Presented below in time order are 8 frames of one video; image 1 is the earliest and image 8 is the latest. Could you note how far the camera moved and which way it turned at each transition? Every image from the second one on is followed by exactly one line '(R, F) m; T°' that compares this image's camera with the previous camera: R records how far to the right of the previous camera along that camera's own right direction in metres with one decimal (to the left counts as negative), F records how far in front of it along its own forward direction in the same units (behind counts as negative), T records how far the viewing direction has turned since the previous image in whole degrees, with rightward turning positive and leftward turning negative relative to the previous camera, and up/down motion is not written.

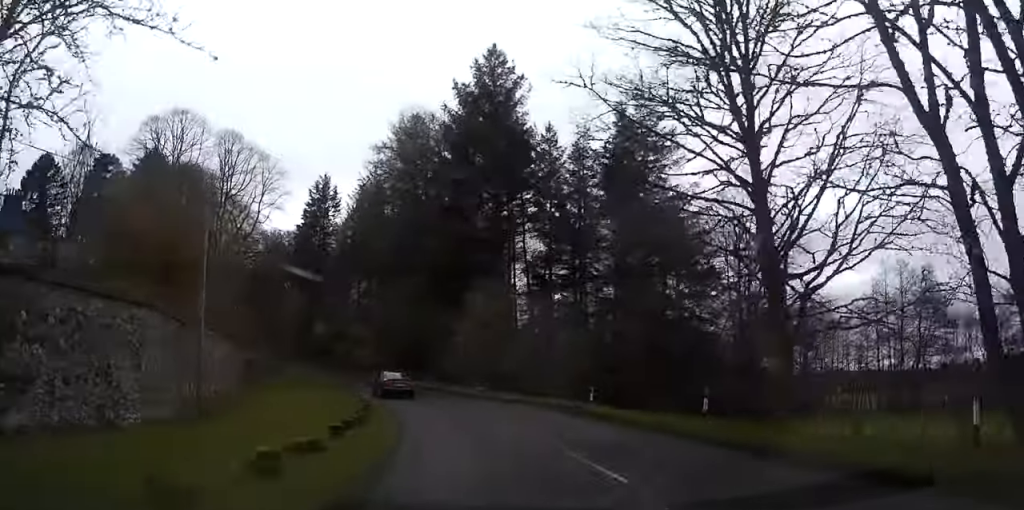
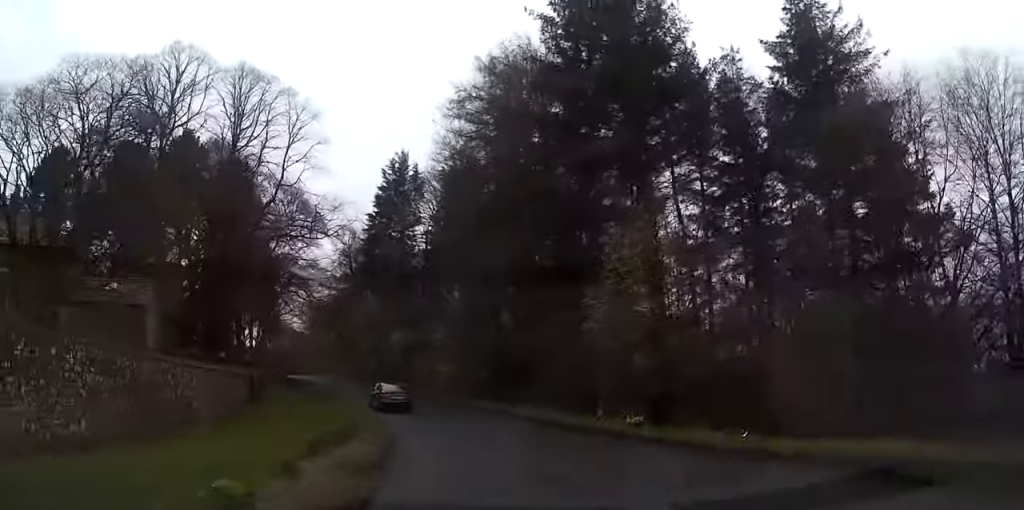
(-1.5, +21.1) m; -9°
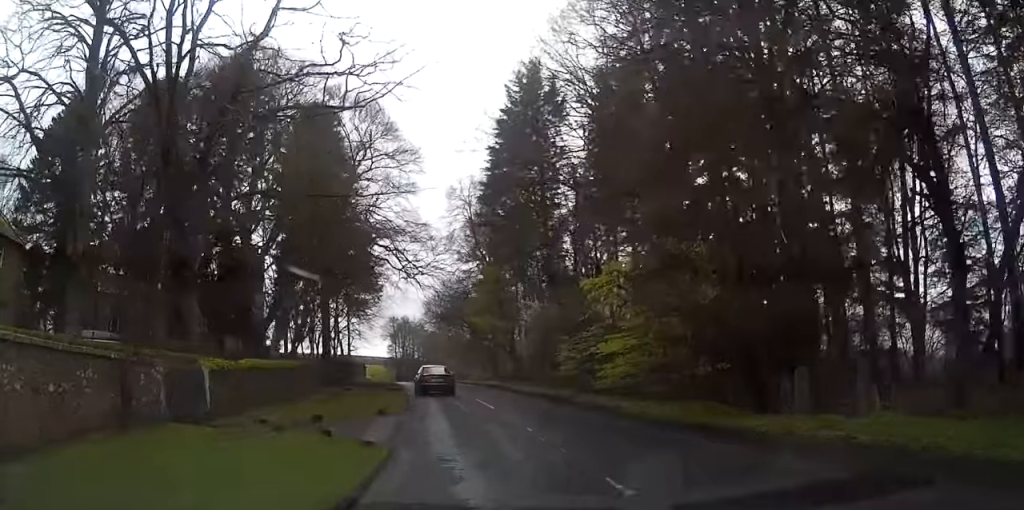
(-2.0, +23.7) m; -10°
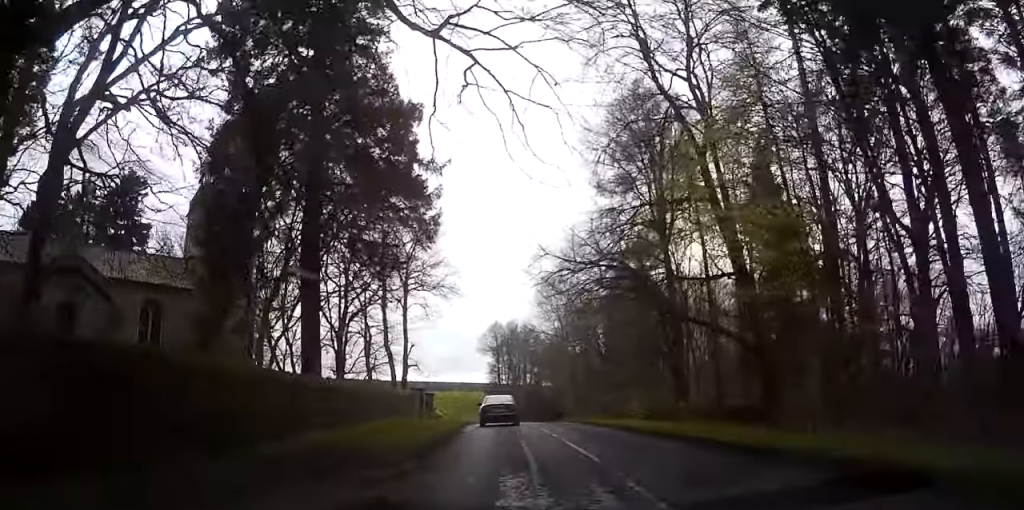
(-3.9, +38.5) m; -10°
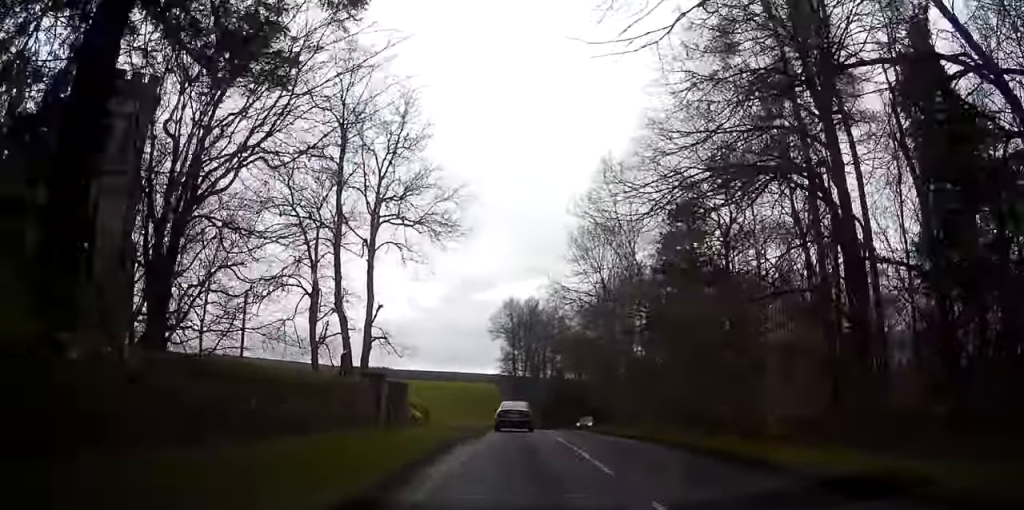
(-0.7, +19.1) m; -1°
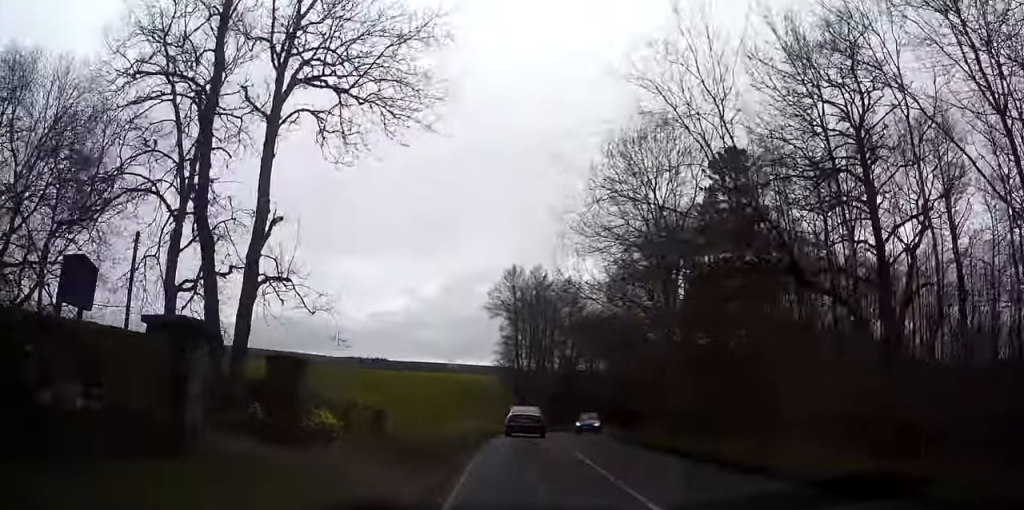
(+0.3, +15.3) m; 0°
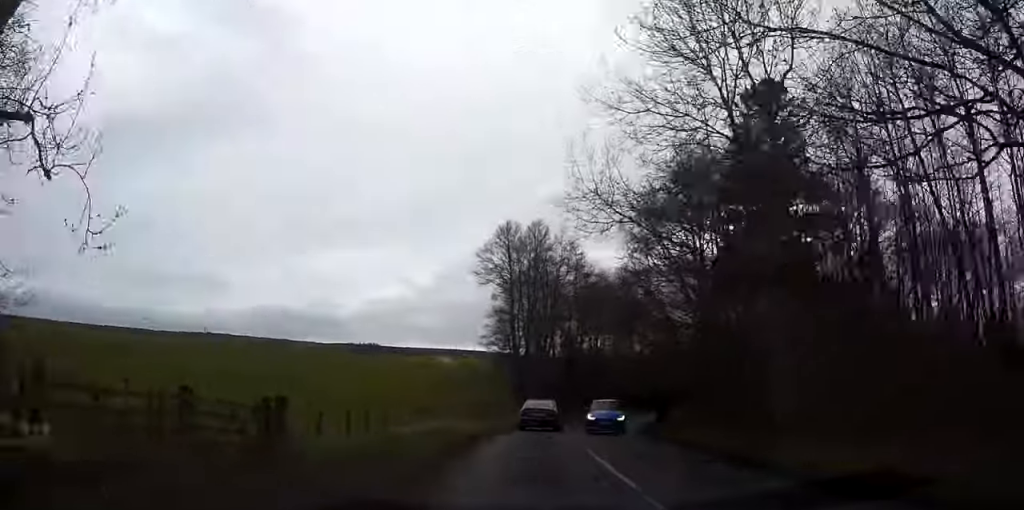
(-0.2, +11.1) m; -1°
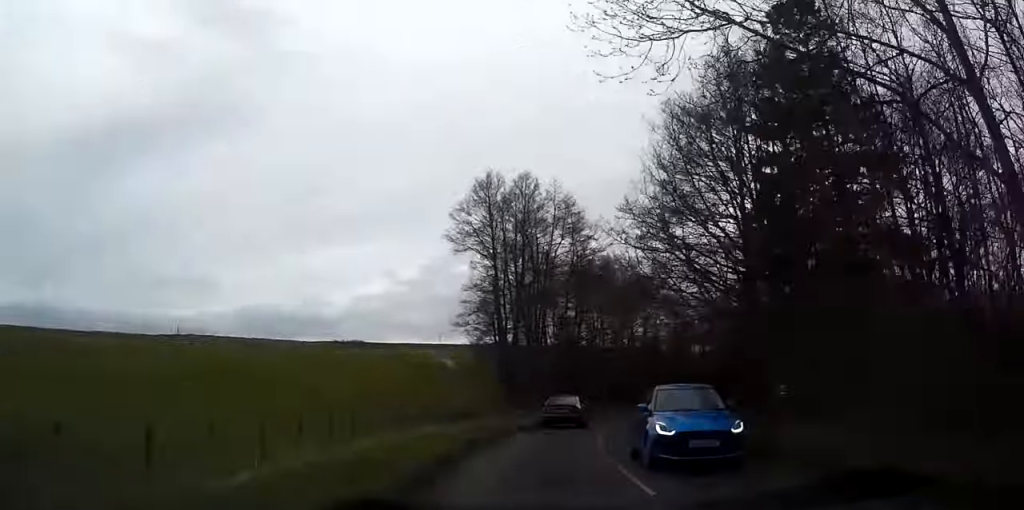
(-0.1, +10.4) m; -1°
